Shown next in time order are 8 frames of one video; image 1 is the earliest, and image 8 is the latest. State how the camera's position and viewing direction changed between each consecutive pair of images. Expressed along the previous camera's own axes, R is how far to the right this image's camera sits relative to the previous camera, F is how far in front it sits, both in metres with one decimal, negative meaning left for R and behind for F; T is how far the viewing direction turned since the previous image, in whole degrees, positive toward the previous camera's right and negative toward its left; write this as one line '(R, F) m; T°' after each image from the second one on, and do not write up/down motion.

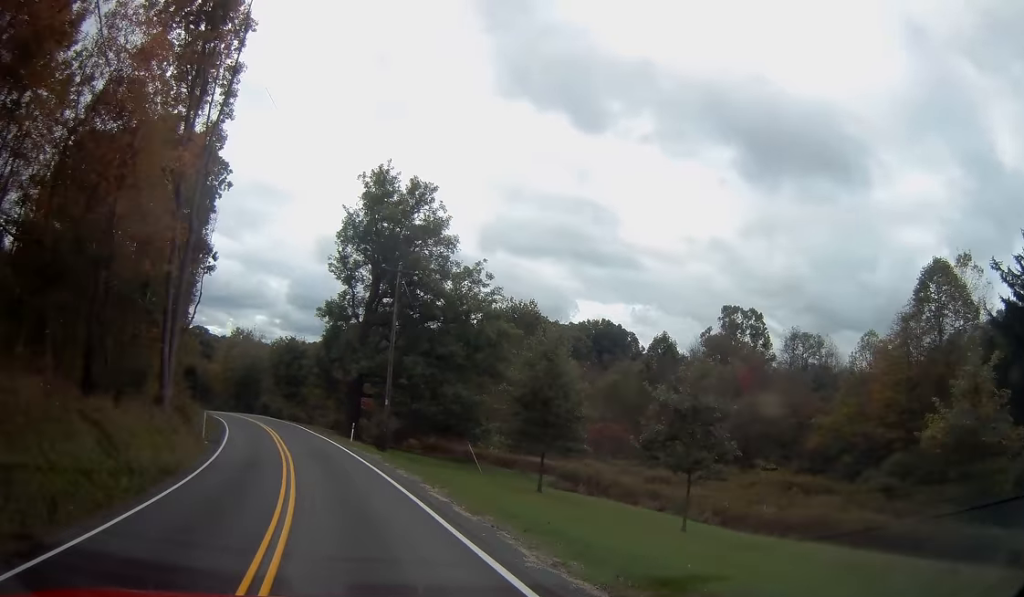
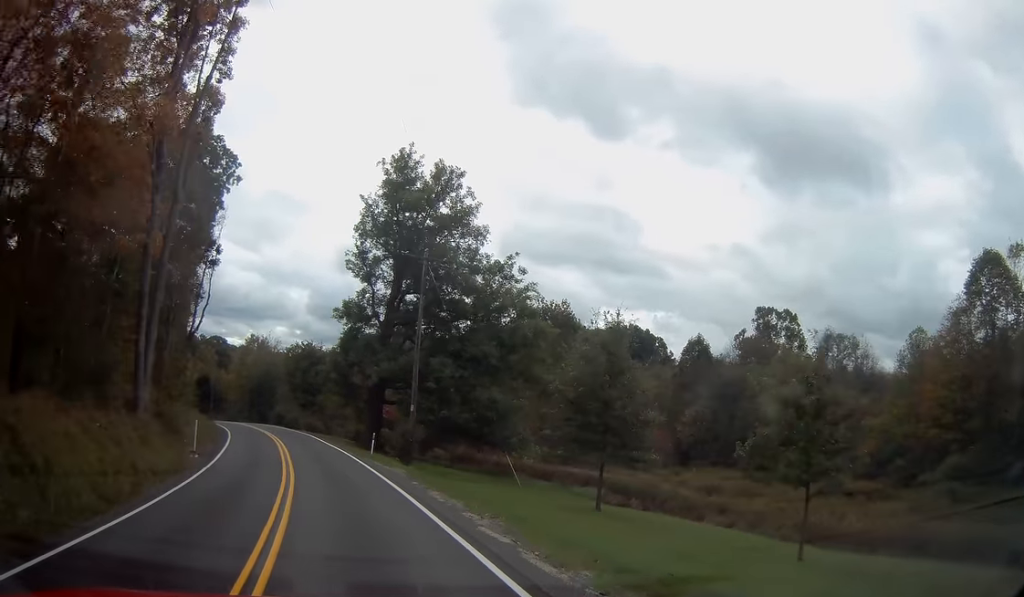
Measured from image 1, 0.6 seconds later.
(-0.1, +5.2) m; -2°
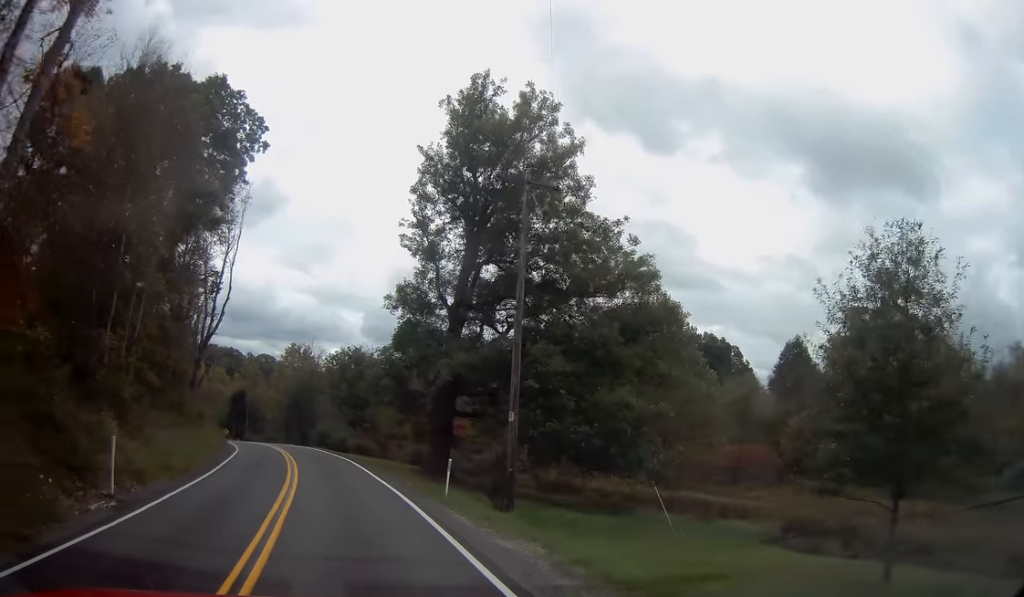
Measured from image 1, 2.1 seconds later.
(-0.7, +13.7) m; -6°
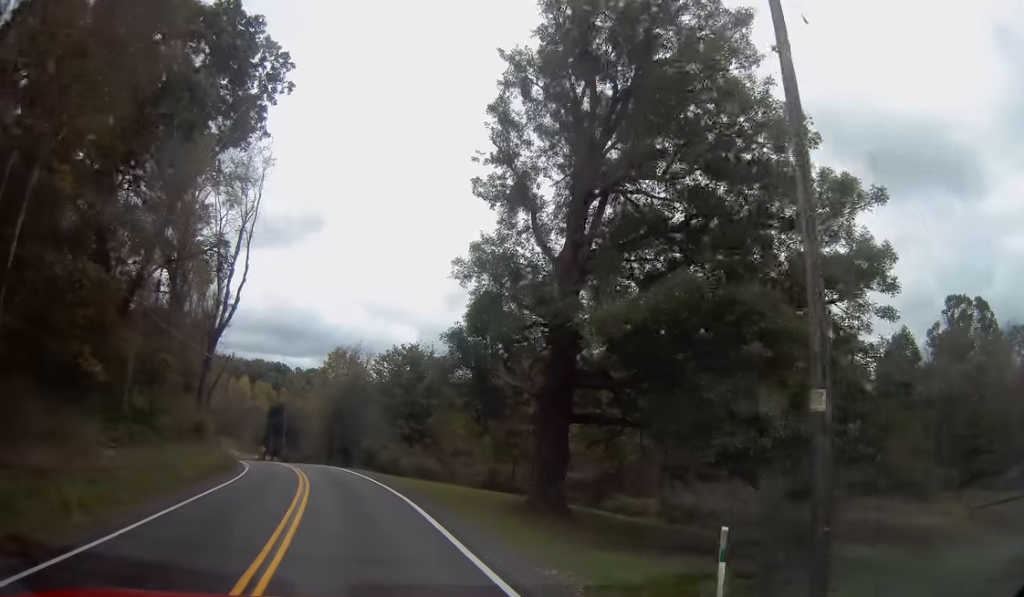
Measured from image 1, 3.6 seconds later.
(-0.6, +13.8) m; -4°
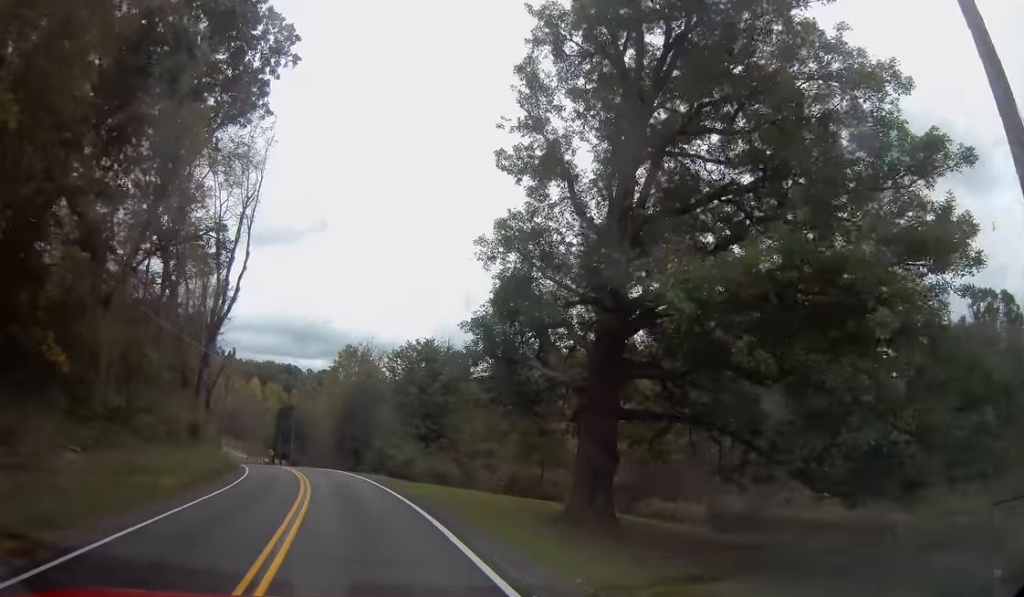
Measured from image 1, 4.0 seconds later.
(0.0, +3.9) m; -1°
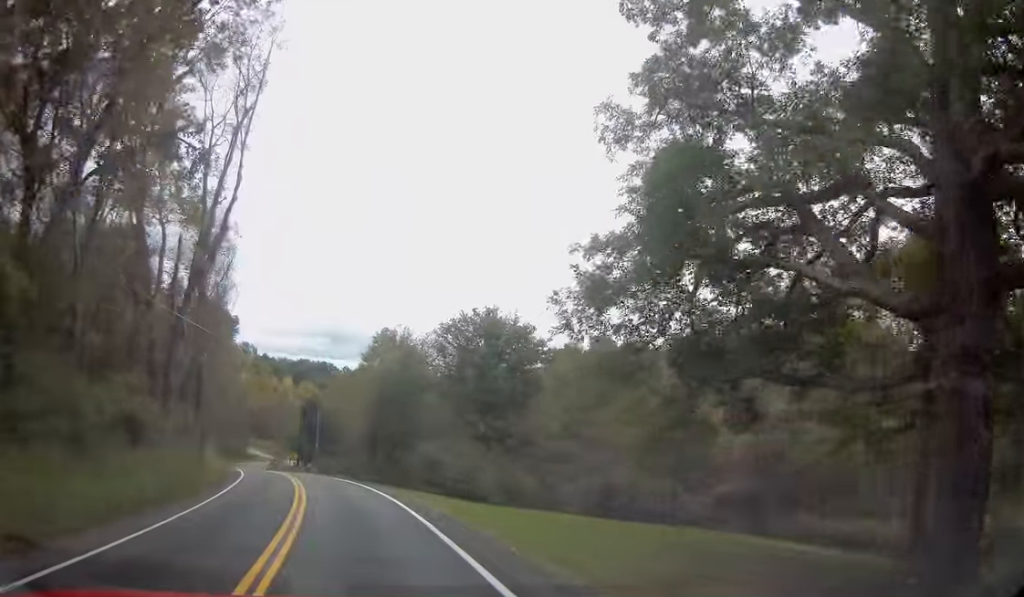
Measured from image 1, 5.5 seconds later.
(-0.8, +13.3) m; -5°
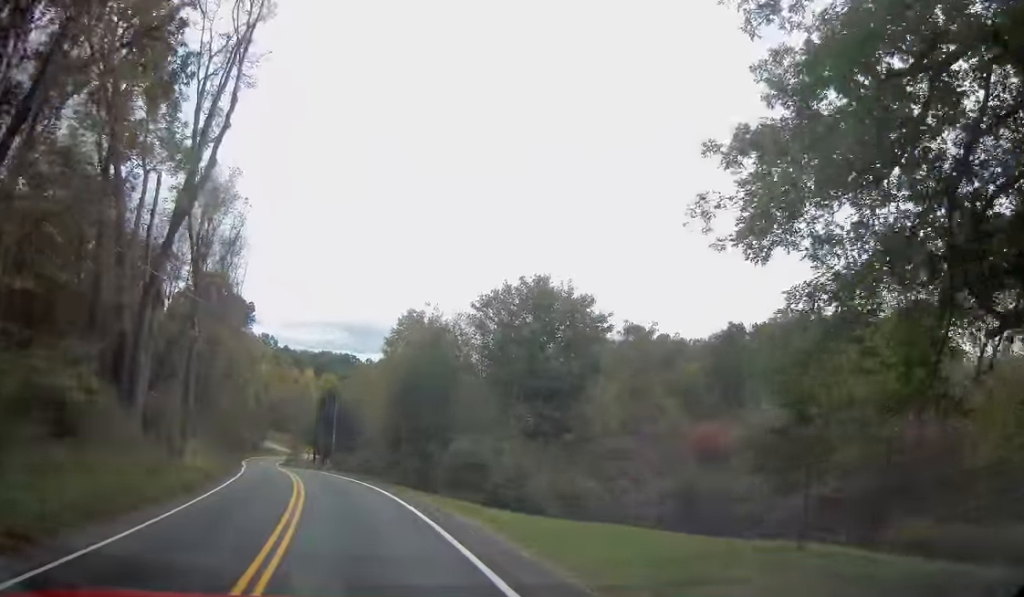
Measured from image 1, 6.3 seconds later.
(-0.1, +6.9) m; -2°
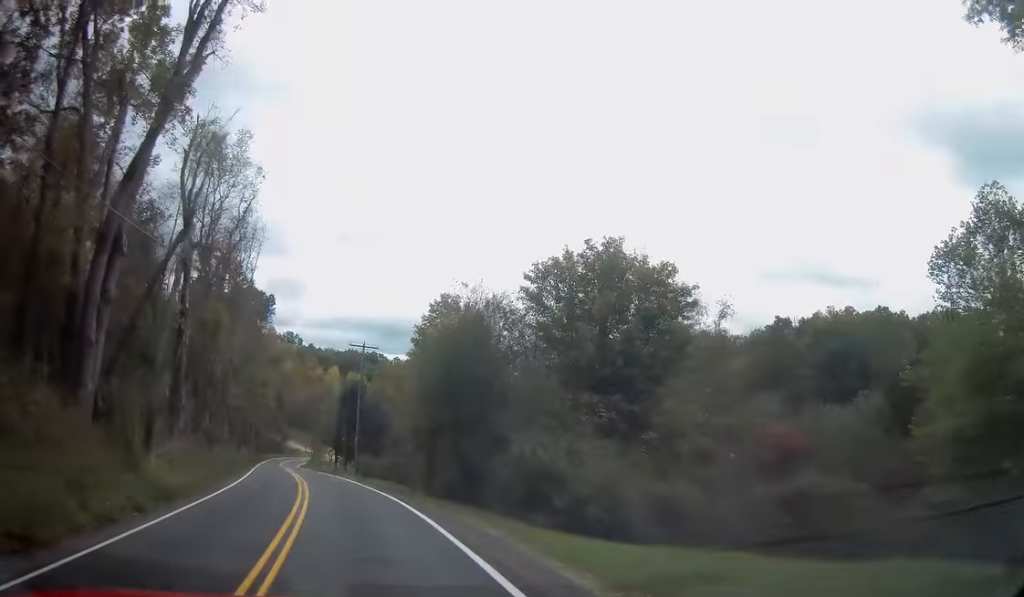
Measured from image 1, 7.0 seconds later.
(+0.1, +6.6) m; -1°
